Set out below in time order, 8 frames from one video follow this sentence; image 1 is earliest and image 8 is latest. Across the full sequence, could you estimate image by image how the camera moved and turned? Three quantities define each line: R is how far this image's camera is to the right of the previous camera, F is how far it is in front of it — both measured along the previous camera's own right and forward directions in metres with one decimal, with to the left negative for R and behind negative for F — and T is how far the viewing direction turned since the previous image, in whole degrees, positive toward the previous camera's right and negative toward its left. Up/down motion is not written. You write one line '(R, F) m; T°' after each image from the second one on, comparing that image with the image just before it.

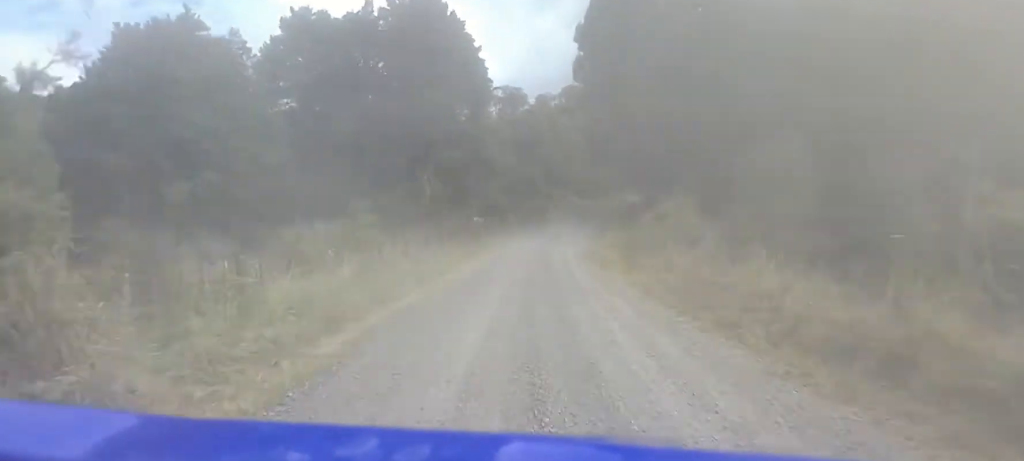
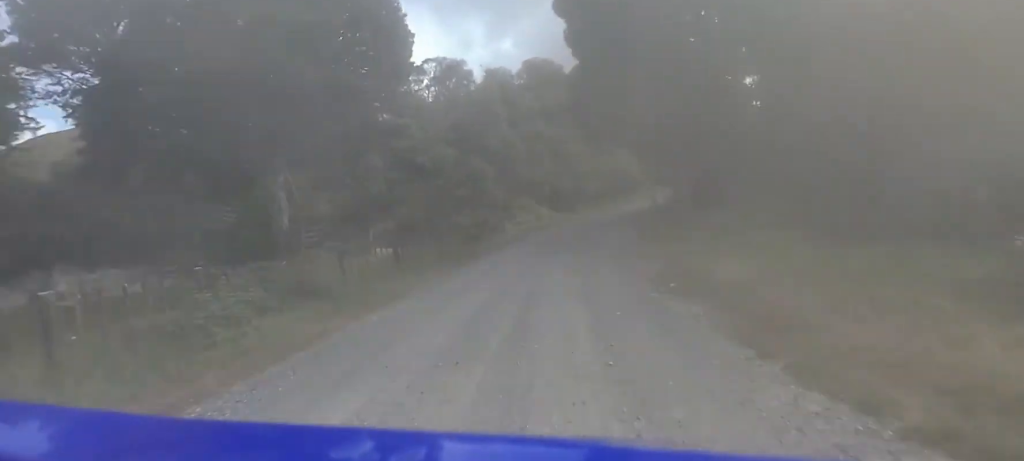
(+2.1, +20.4) m; +12°
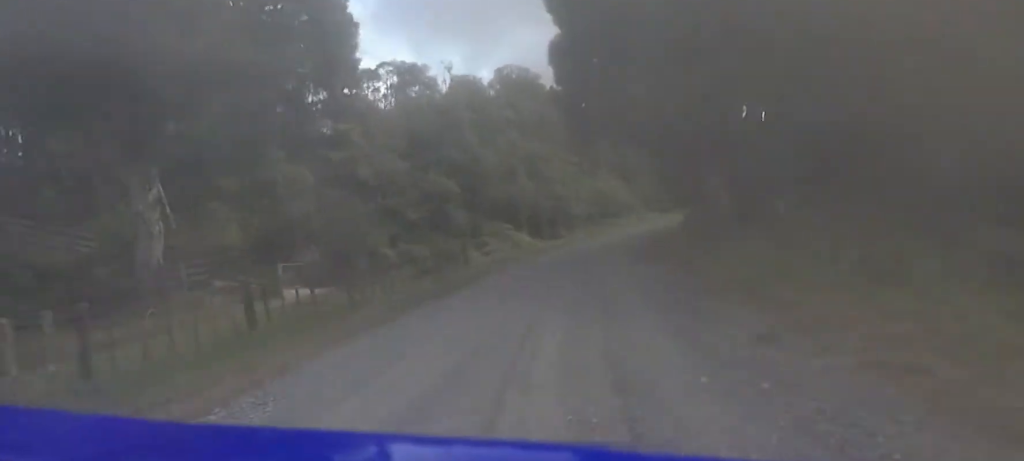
(+0.7, +7.4) m; +3°
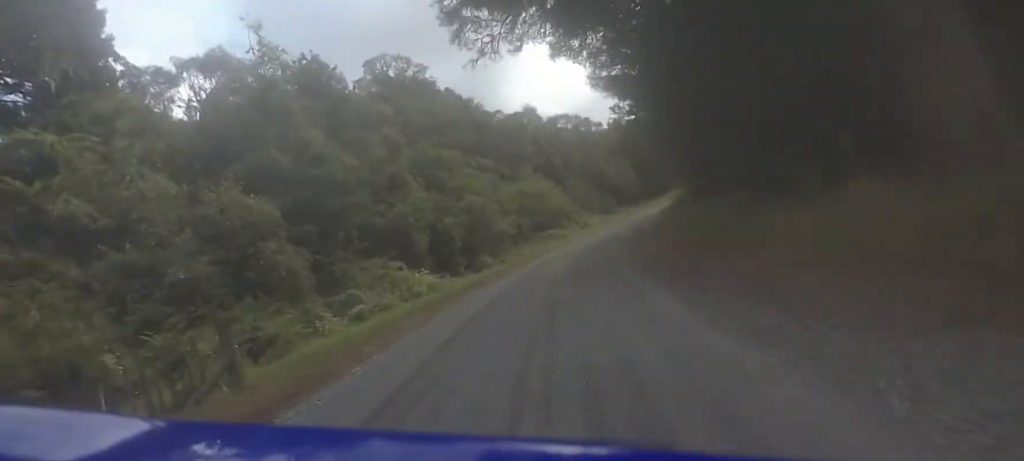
(+0.4, +12.0) m; +3°
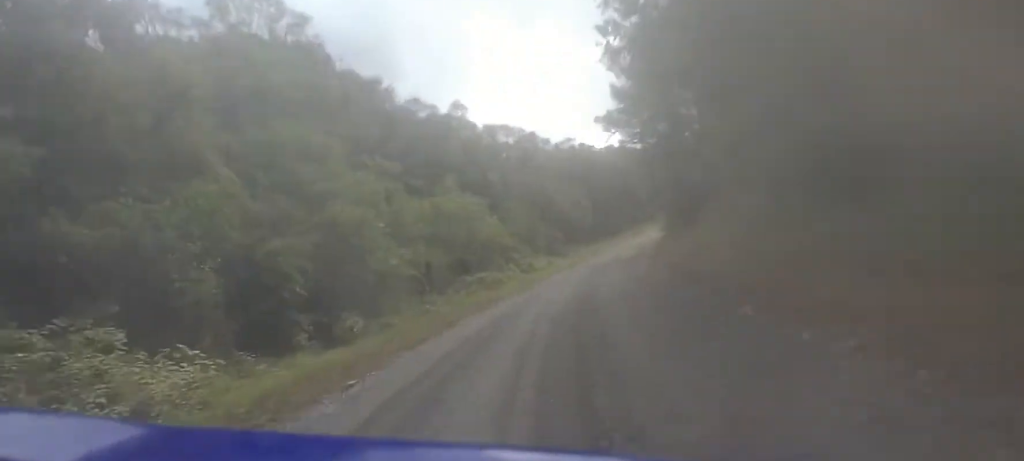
(0.0, +11.2) m; +1°
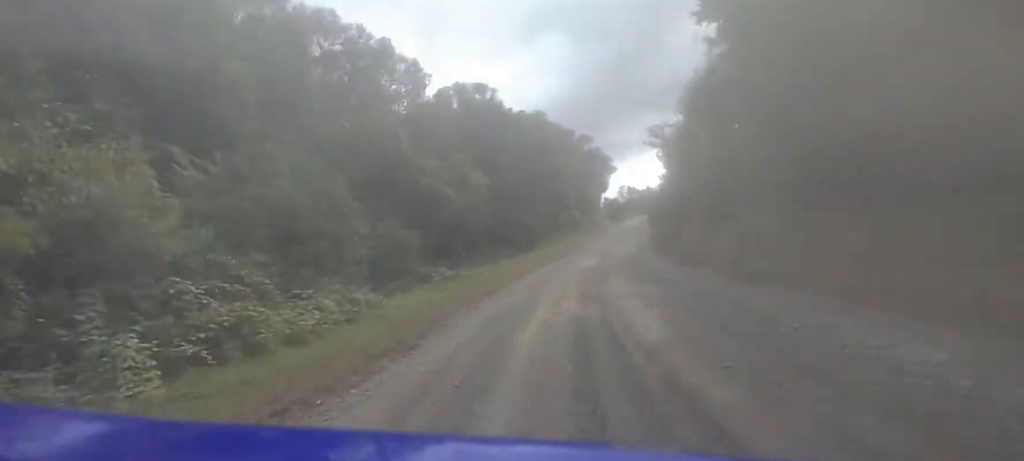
(+0.2, +22.0) m; +5°
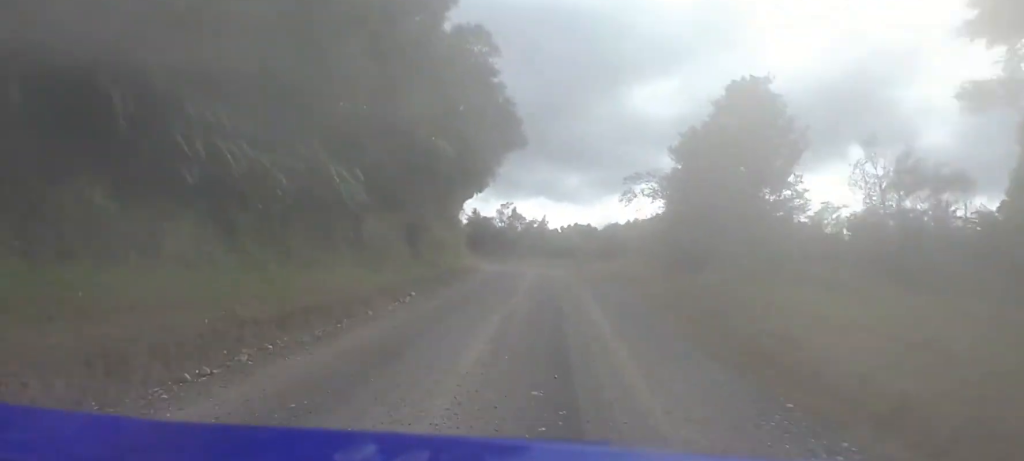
(+6.4, +29.8) m; +21°
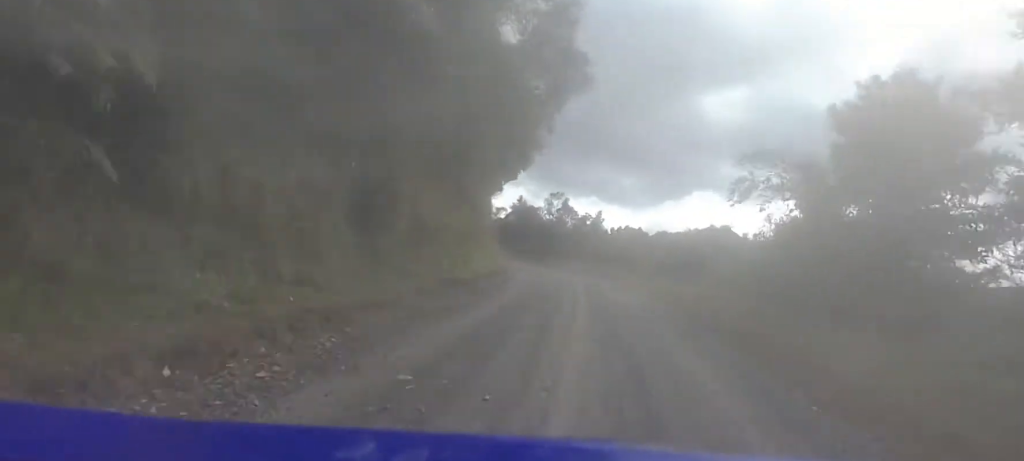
(+0.5, +9.3) m; +2°
